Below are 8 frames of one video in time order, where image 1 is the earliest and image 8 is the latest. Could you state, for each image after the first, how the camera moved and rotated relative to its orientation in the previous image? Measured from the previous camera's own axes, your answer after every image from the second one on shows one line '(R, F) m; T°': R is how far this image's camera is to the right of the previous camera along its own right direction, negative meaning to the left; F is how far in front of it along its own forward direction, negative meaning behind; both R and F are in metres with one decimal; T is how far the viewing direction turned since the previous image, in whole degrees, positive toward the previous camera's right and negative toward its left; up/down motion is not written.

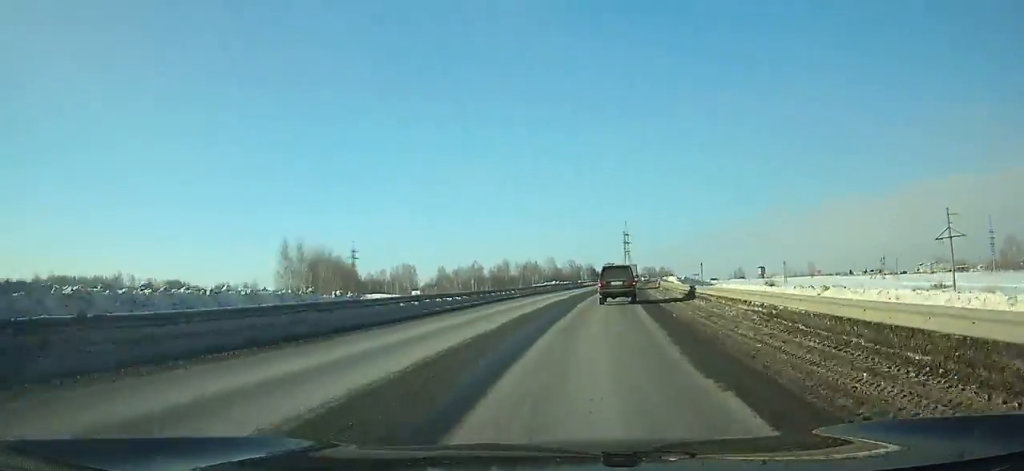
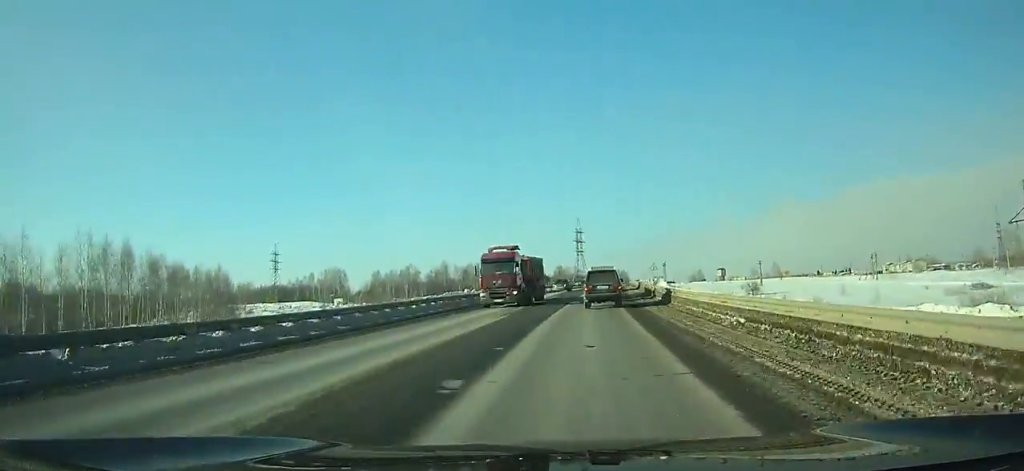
(+2.1, +37.1) m; +5°
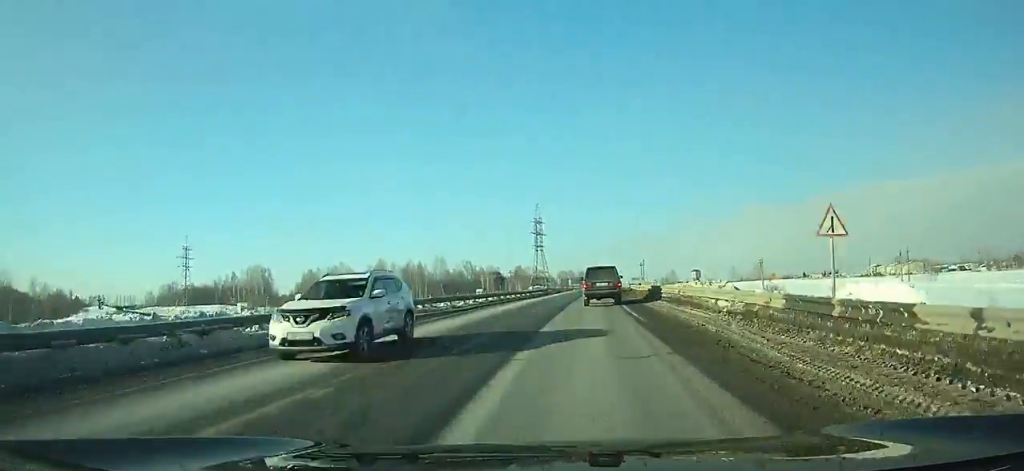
(+2.6, +47.8) m; +5°
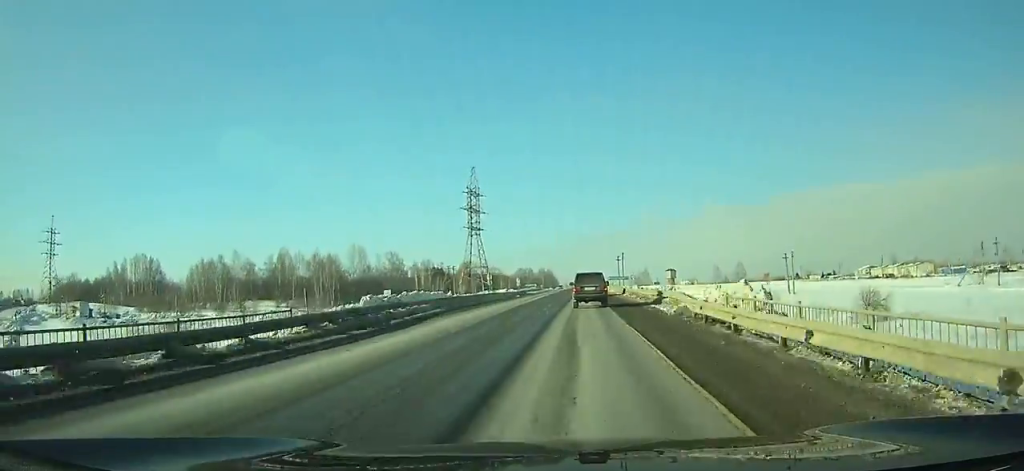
(+2.6, +63.3) m; +4°
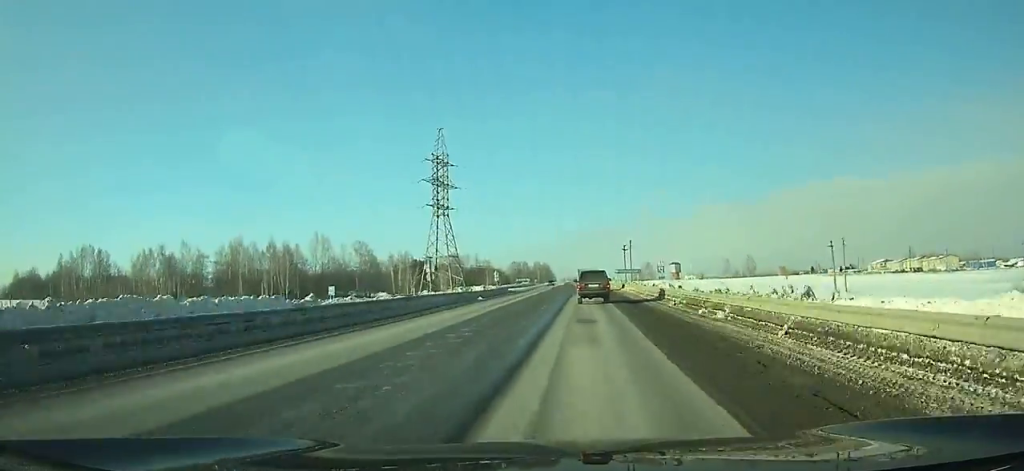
(+0.4, +31.6) m; +1°
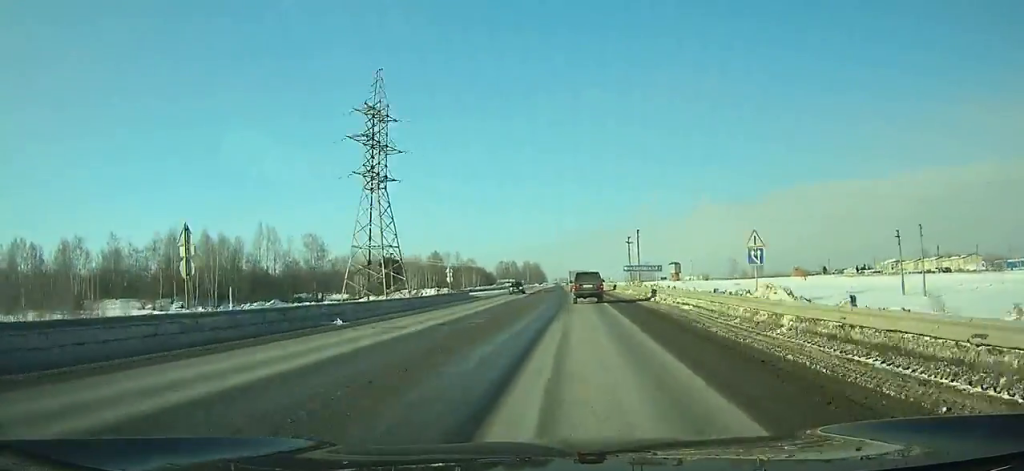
(+0.5, +31.7) m; +1°
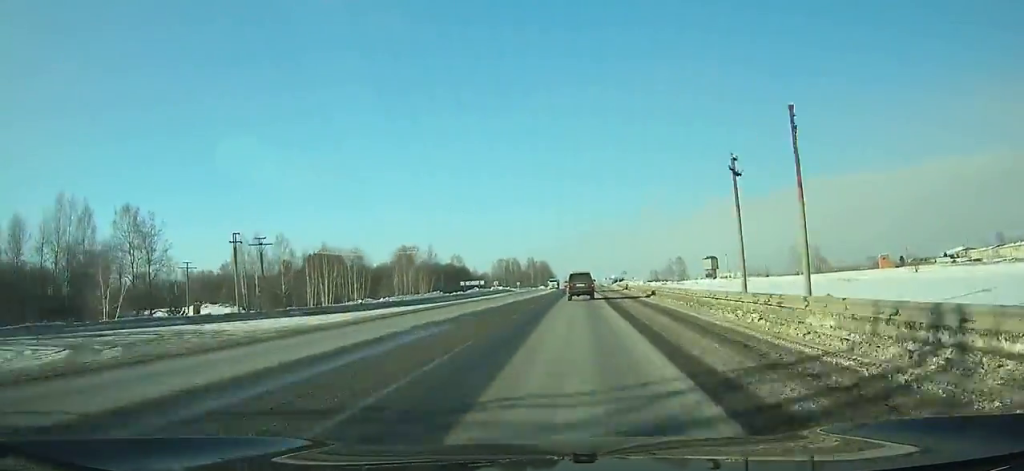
(-0.4, +75.1) m; -1°
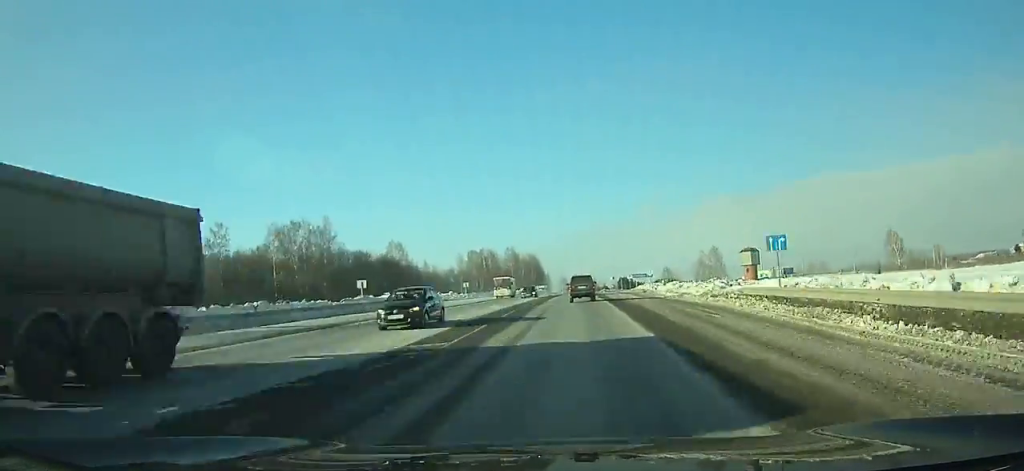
(-1.4, +83.6) m; -1°
